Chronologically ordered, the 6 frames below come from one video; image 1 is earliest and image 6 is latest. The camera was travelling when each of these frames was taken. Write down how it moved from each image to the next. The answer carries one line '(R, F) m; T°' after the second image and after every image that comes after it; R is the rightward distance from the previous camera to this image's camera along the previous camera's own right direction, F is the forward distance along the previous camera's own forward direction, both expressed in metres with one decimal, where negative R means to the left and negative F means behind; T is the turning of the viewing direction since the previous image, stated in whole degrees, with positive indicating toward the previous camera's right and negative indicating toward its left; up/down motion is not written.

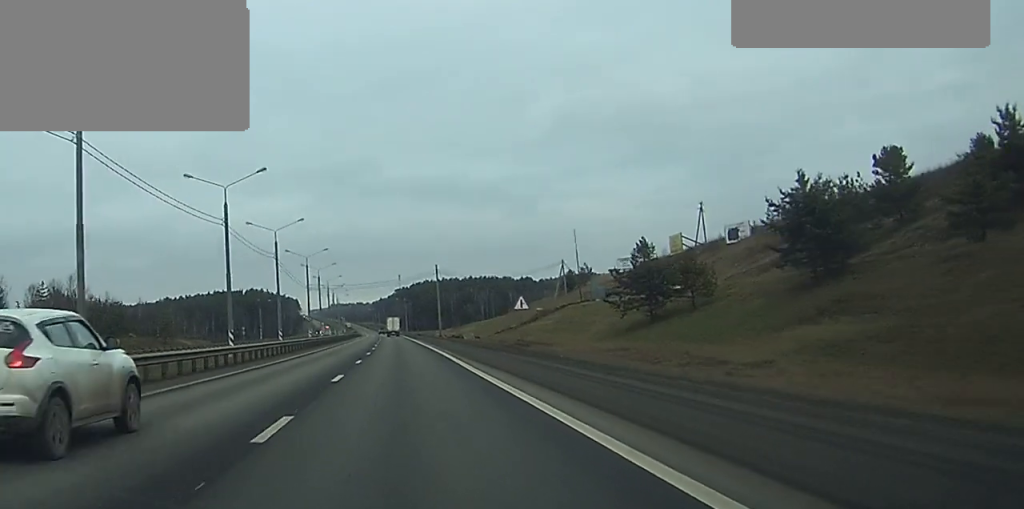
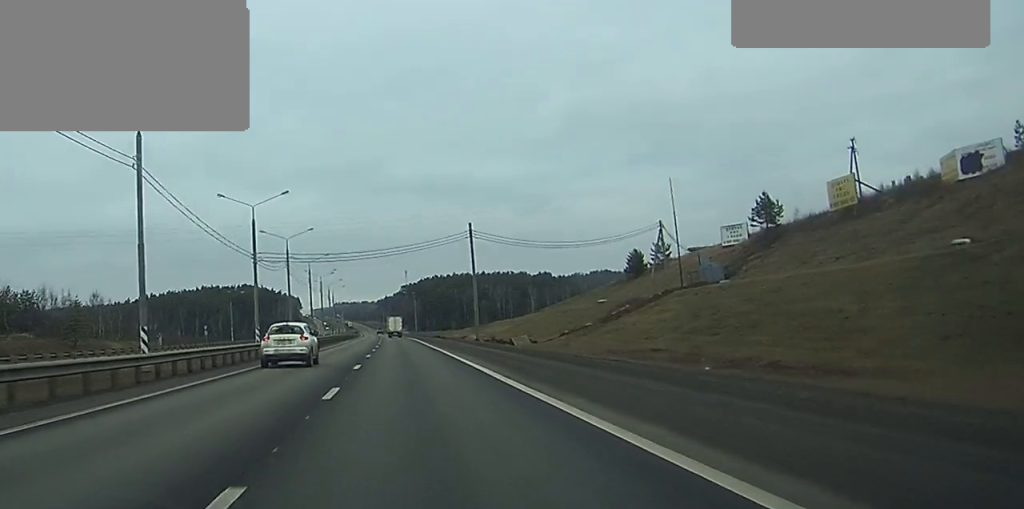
(-0.5, +53.9) m; -1°
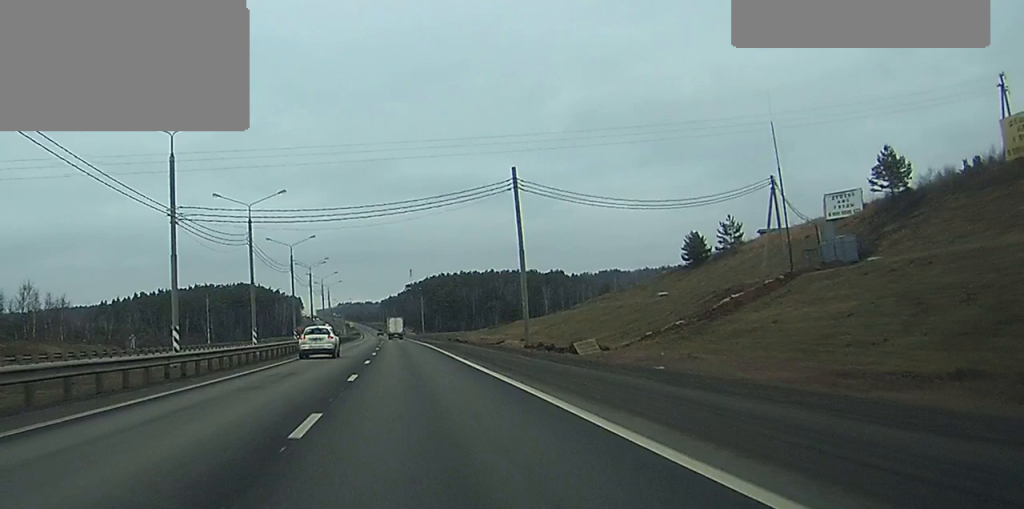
(0.0, +28.8) m; 0°
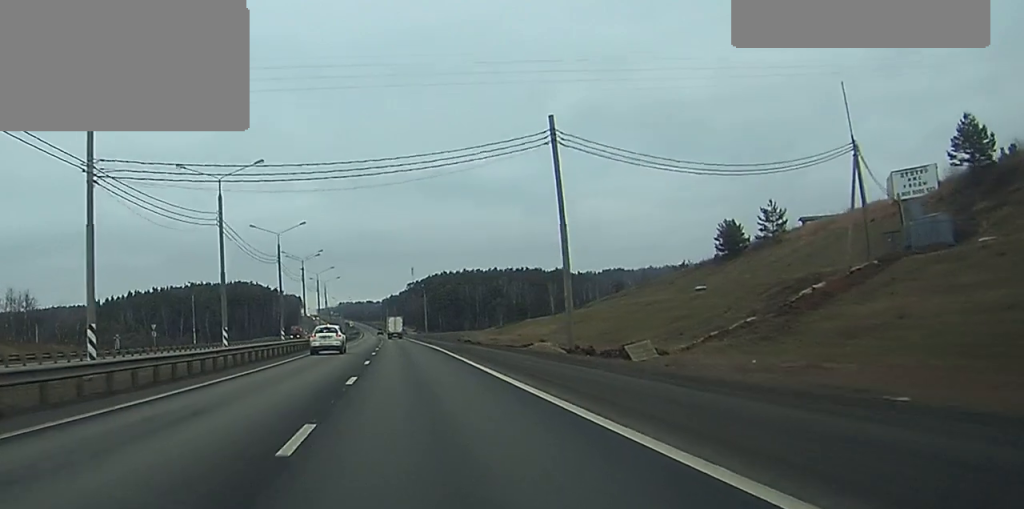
(0.0, +12.8) m; 0°
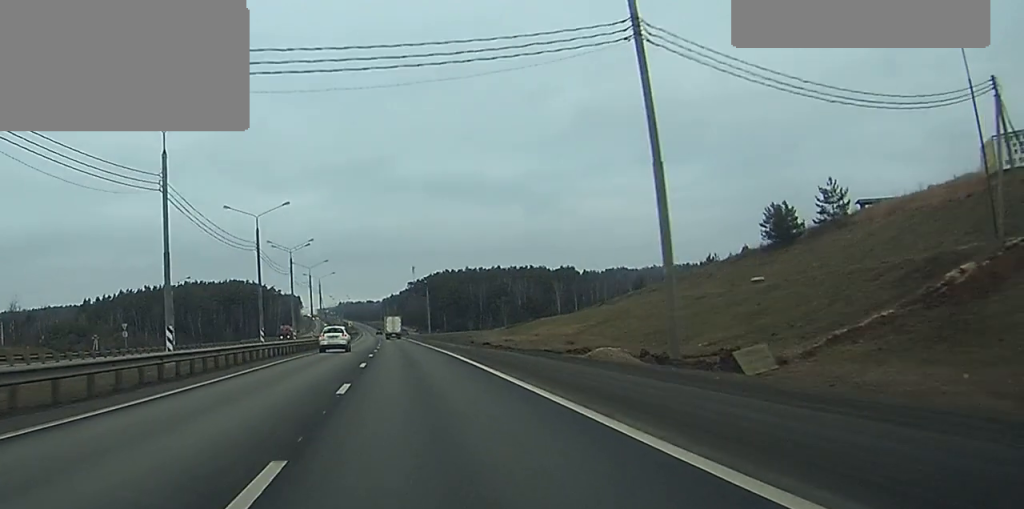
(0.0, +14.5) m; 0°
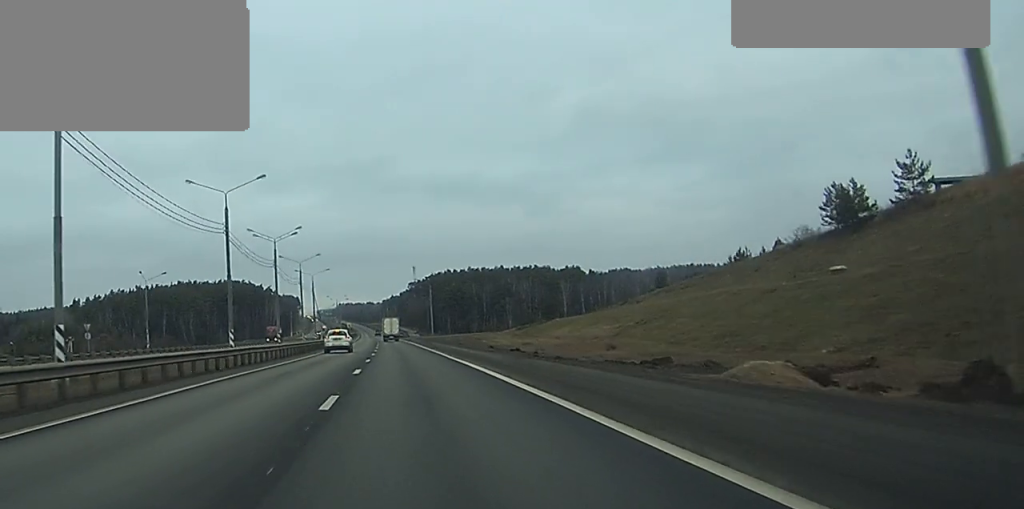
(0.0, +14.2) m; 0°
